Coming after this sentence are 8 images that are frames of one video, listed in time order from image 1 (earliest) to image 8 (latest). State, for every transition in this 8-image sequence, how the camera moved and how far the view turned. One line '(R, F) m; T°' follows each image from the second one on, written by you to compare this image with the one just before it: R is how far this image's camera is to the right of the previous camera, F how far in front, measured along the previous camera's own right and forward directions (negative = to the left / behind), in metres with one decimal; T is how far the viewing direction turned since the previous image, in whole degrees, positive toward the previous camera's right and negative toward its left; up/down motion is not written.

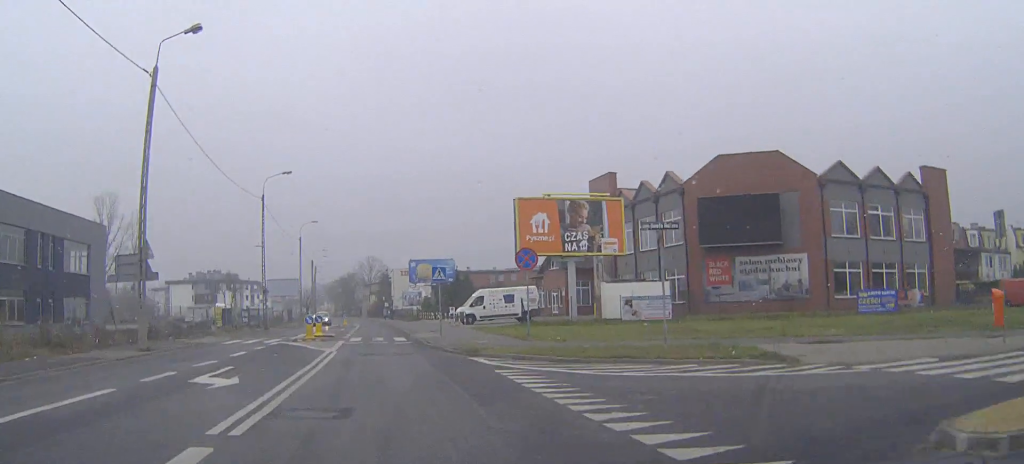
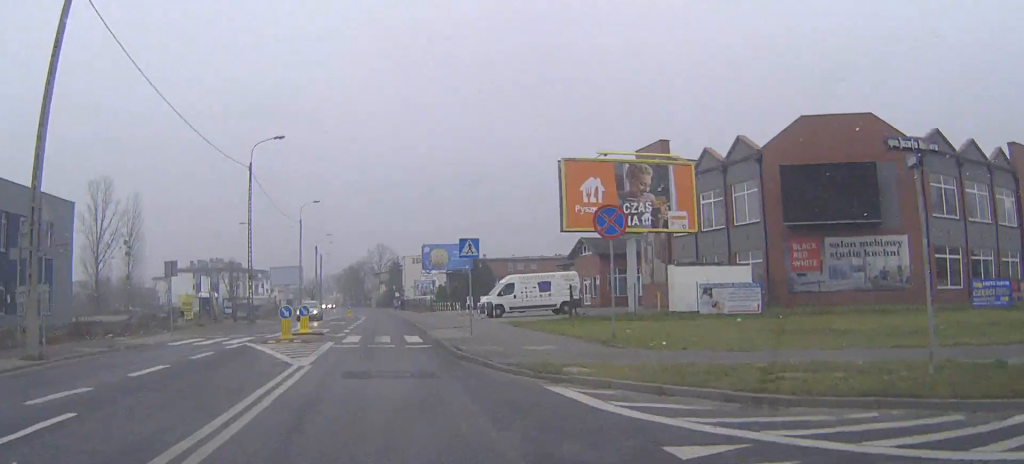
(-0.1, +9.1) m; -1°
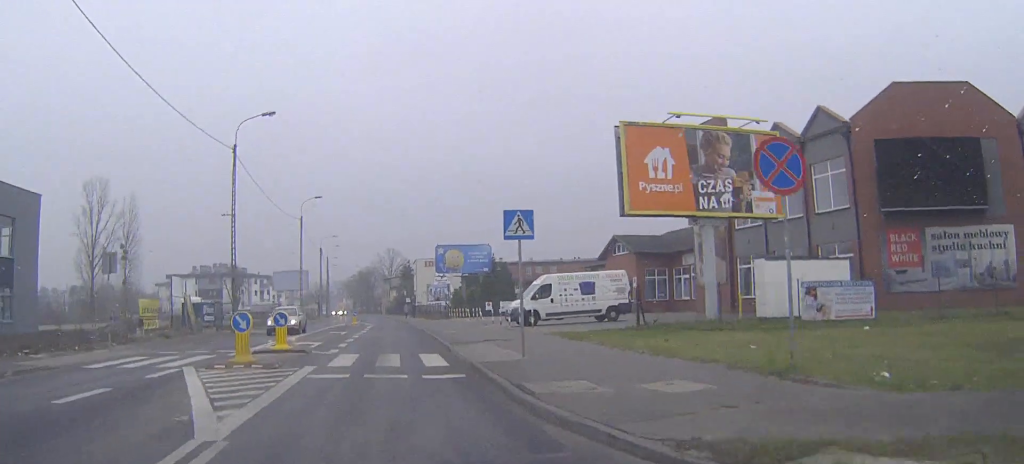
(-0.1, +7.4) m; -1°
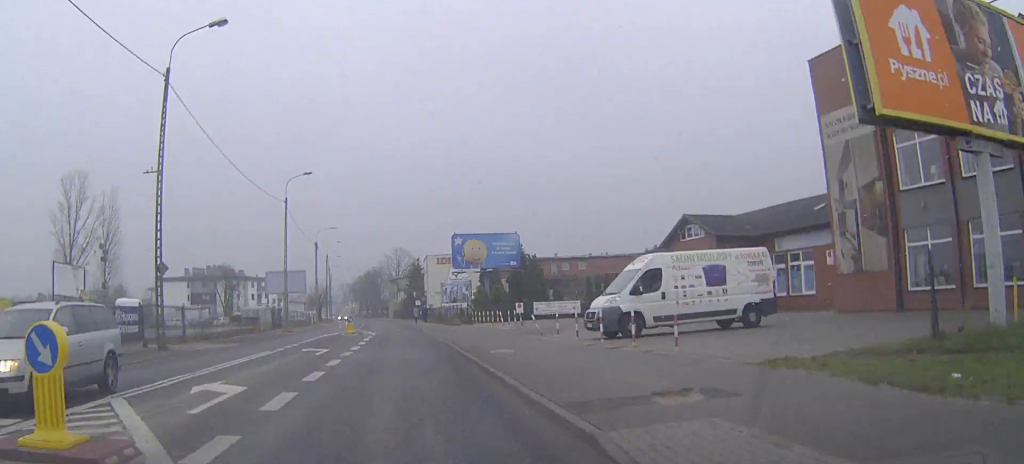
(-0.1, +14.3) m; 0°
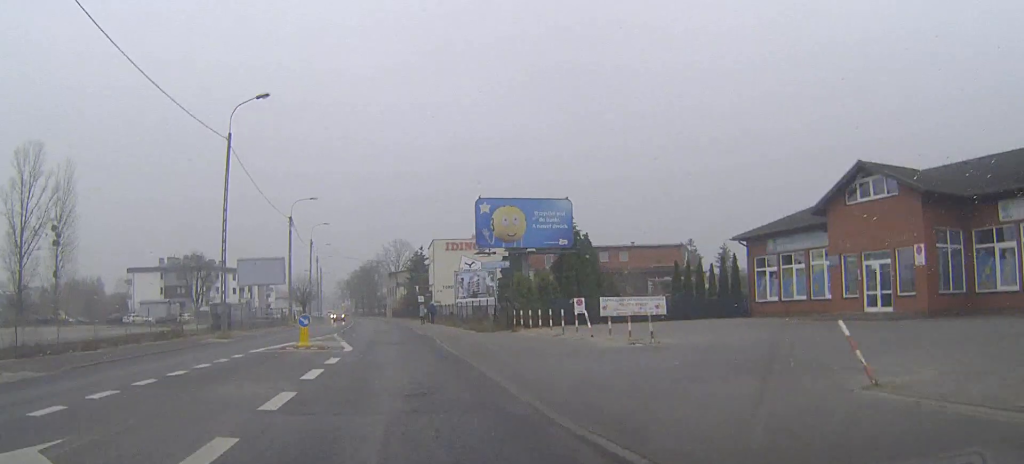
(0.0, +20.3) m; 0°
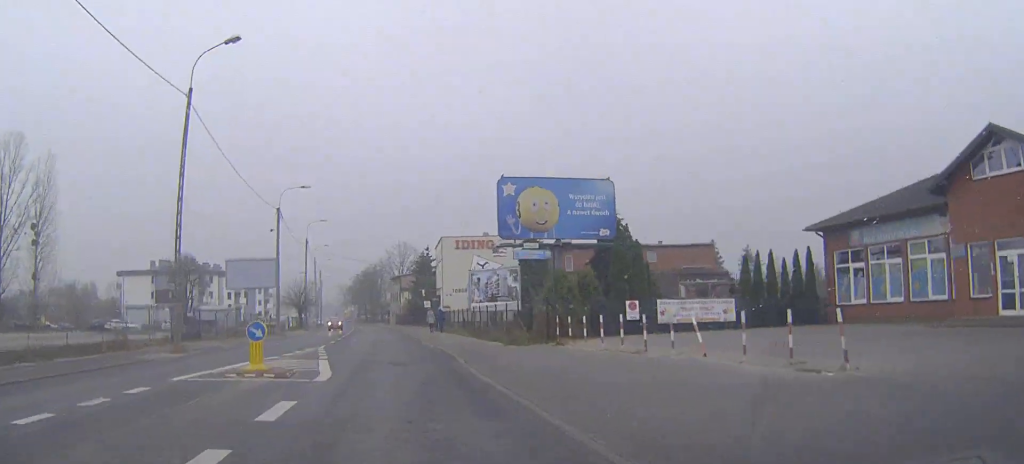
(0.0, +8.6) m; 0°
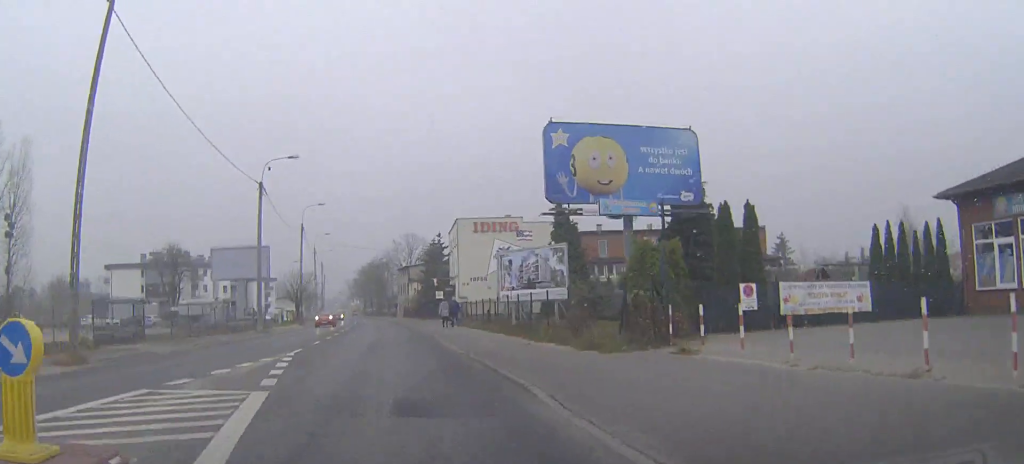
(0.0, +10.3) m; 0°
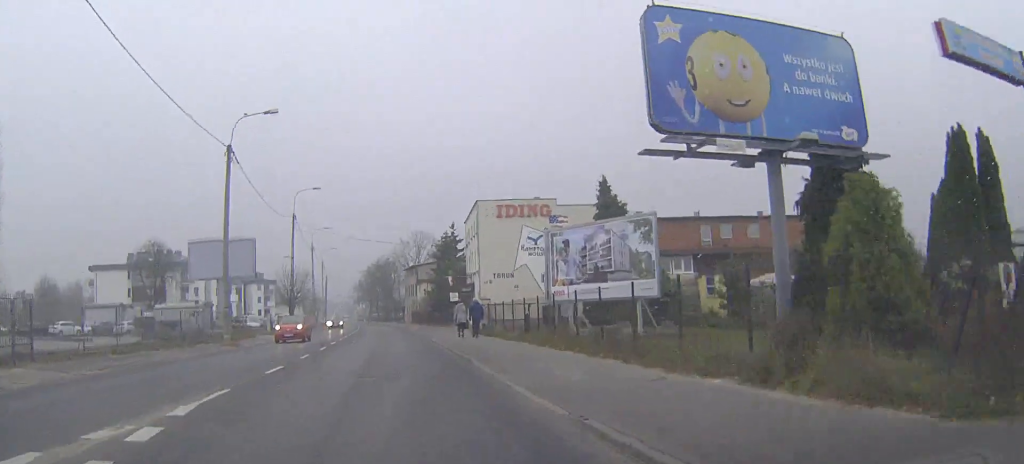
(0.0, +10.9) m; 0°
